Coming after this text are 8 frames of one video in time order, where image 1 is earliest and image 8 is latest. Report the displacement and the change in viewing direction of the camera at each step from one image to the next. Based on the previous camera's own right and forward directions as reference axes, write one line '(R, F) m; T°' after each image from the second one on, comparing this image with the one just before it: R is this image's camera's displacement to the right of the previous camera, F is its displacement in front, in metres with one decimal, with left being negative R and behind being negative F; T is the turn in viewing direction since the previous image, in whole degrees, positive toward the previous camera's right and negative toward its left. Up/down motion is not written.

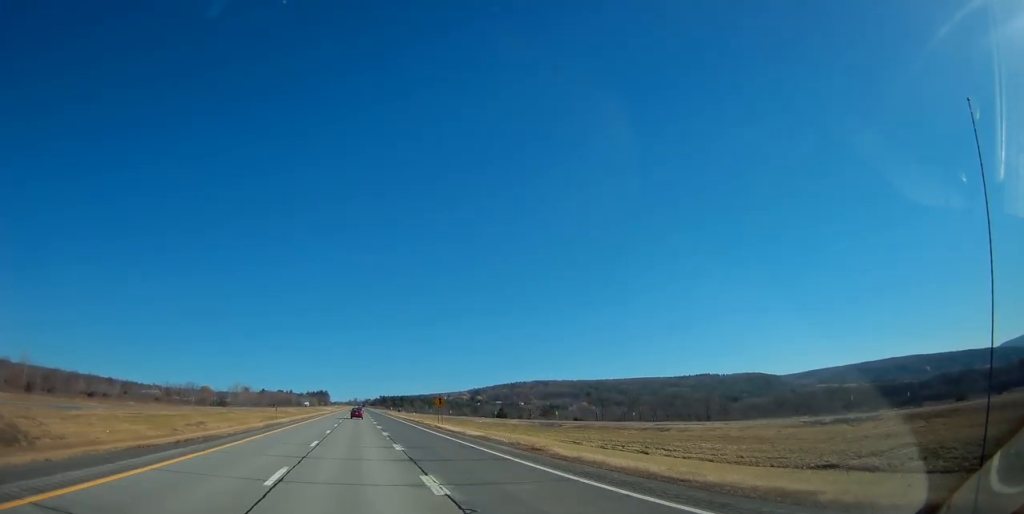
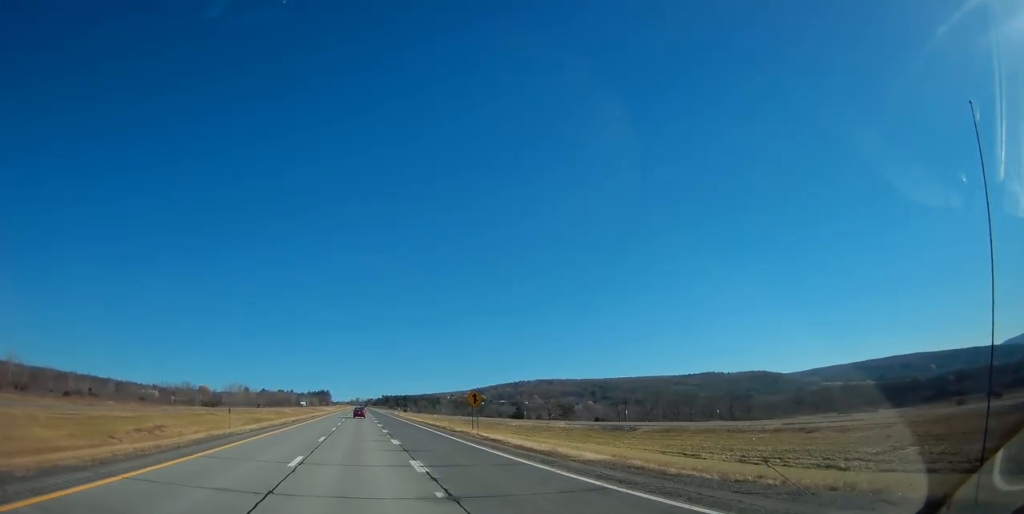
(0.0, +18.1) m; 0°
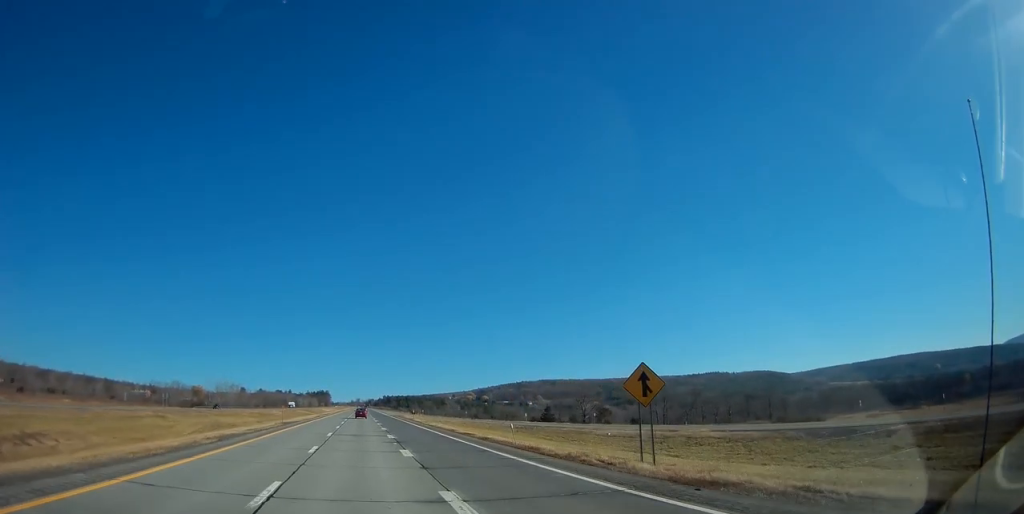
(-0.1, +30.0) m; 0°
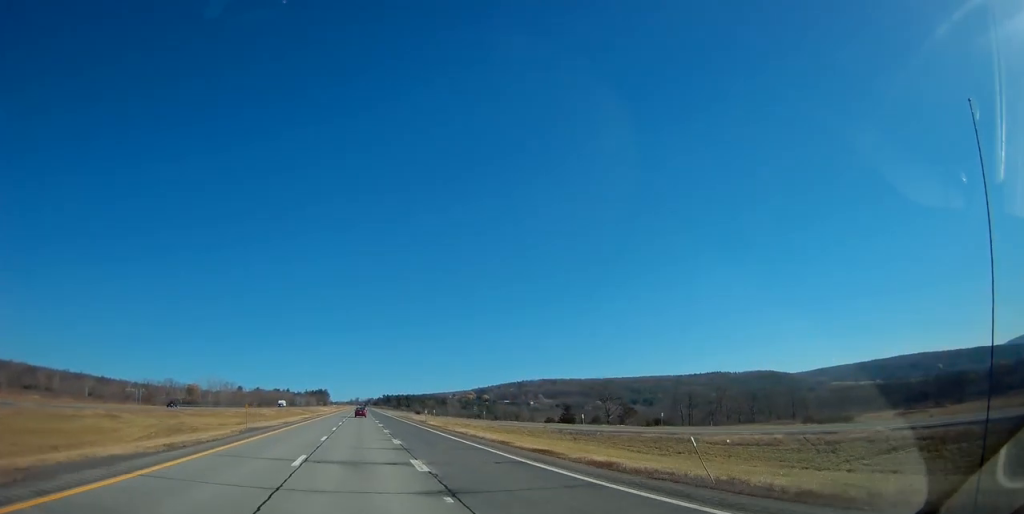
(0.0, +19.1) m; 0°
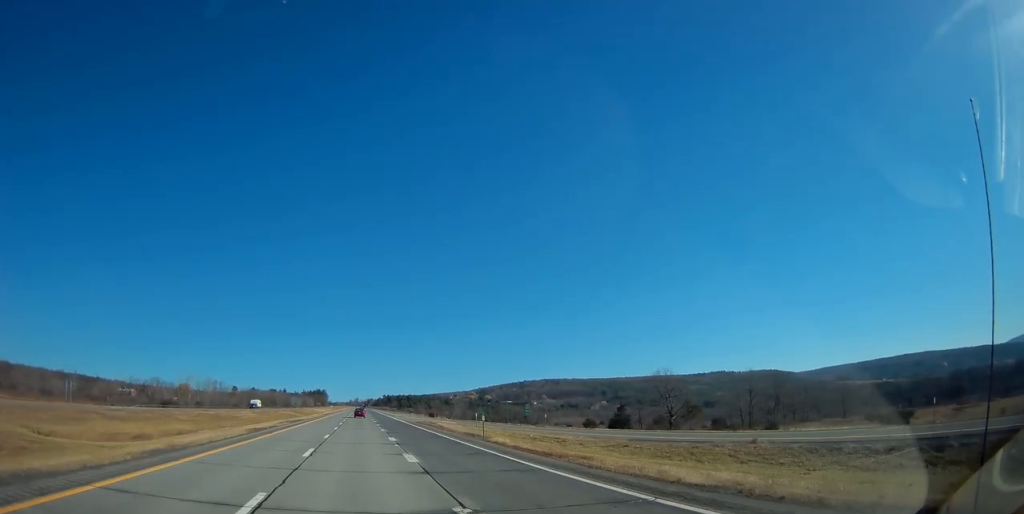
(0.0, +34.4) m; -1°
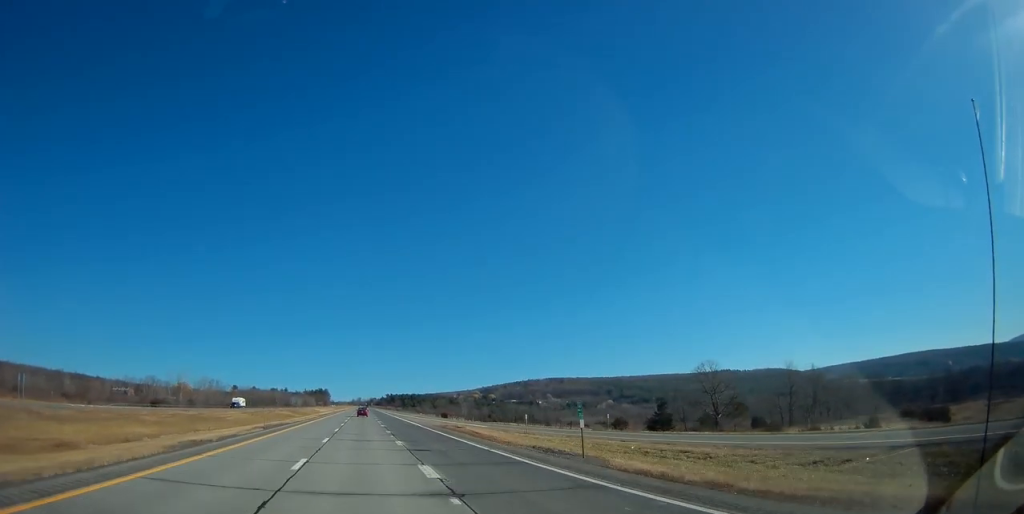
(-0.2, +16.7) m; 0°
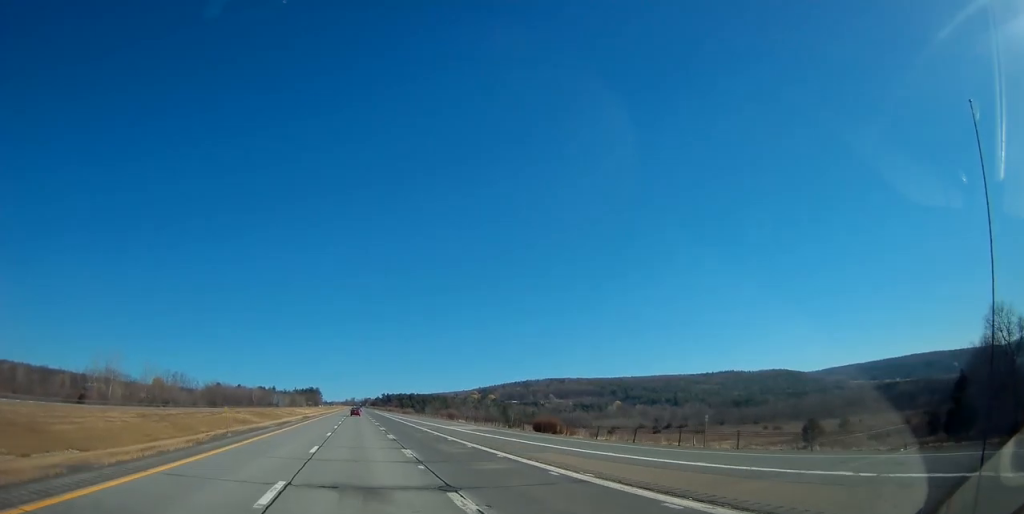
(+1.2, +67.8) m; +2°
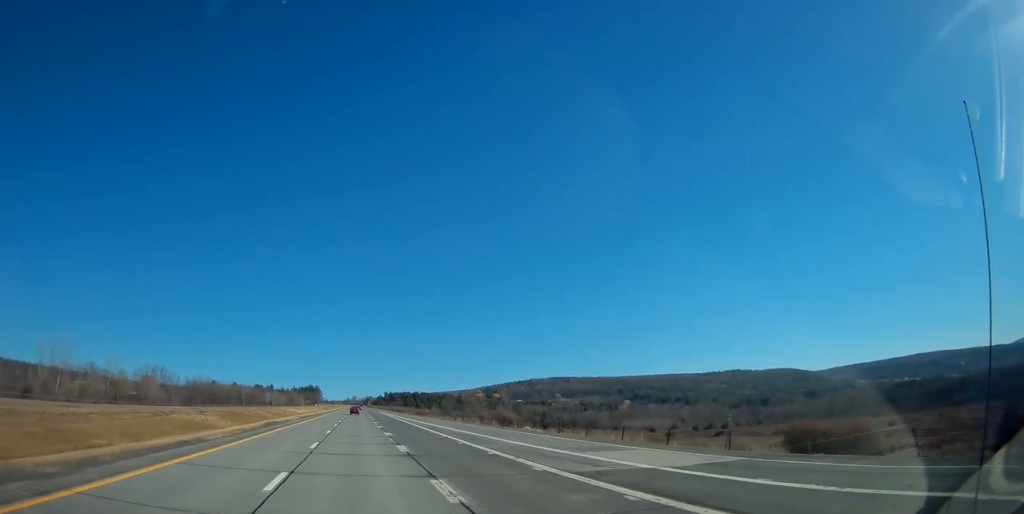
(-0.4, +34.7) m; -1°
